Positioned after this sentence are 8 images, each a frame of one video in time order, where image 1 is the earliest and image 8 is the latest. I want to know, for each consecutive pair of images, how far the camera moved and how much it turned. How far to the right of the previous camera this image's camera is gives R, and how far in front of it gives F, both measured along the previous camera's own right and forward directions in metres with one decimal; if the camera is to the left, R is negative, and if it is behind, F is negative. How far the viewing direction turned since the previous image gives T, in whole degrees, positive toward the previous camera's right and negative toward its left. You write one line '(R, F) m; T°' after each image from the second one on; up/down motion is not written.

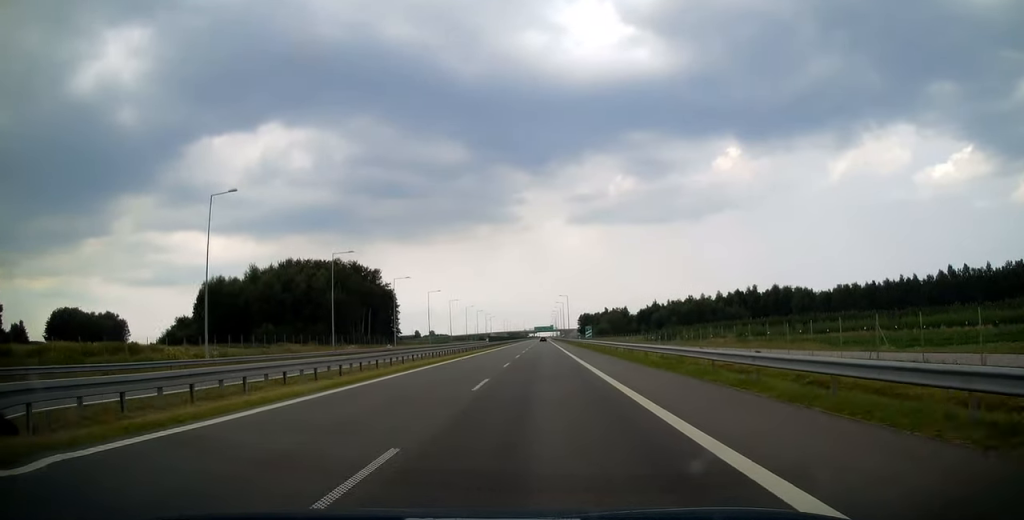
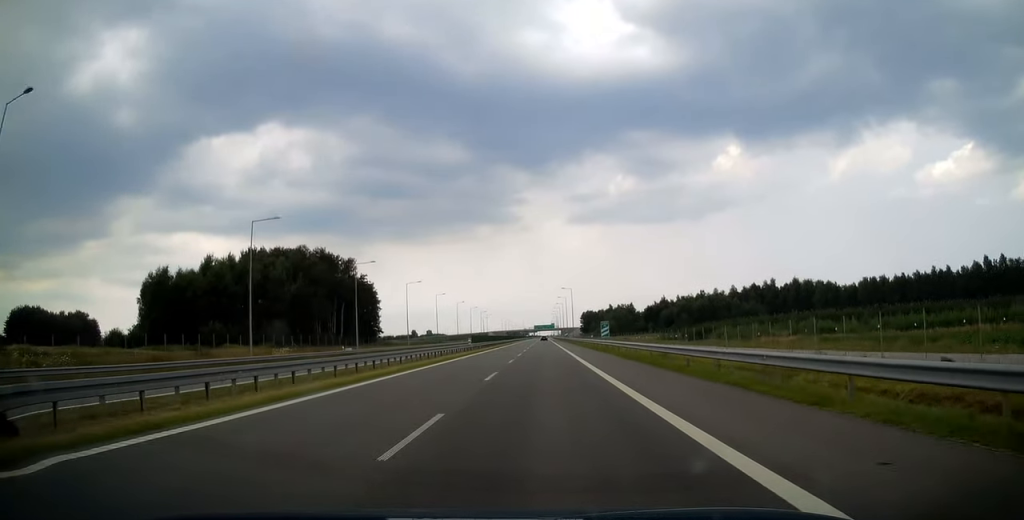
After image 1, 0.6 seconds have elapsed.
(-0.3, +20.6) m; 0°
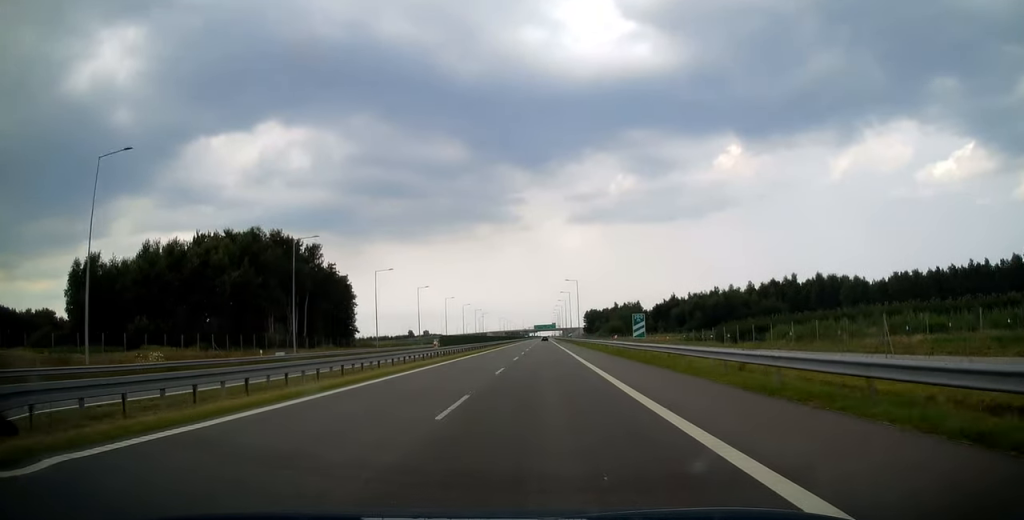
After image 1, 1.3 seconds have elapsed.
(+0.3, +20.6) m; 0°
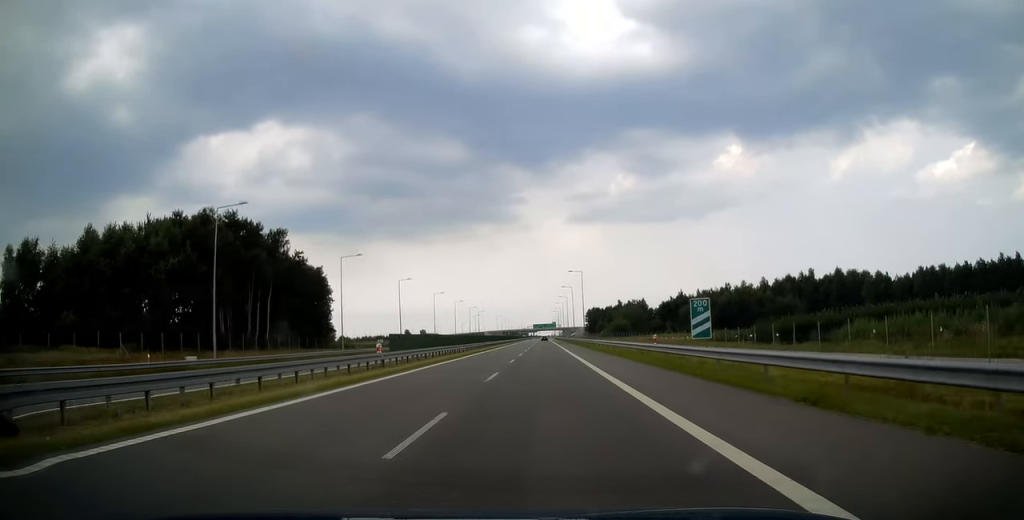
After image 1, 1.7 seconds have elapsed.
(+0.2, +15.2) m; 0°
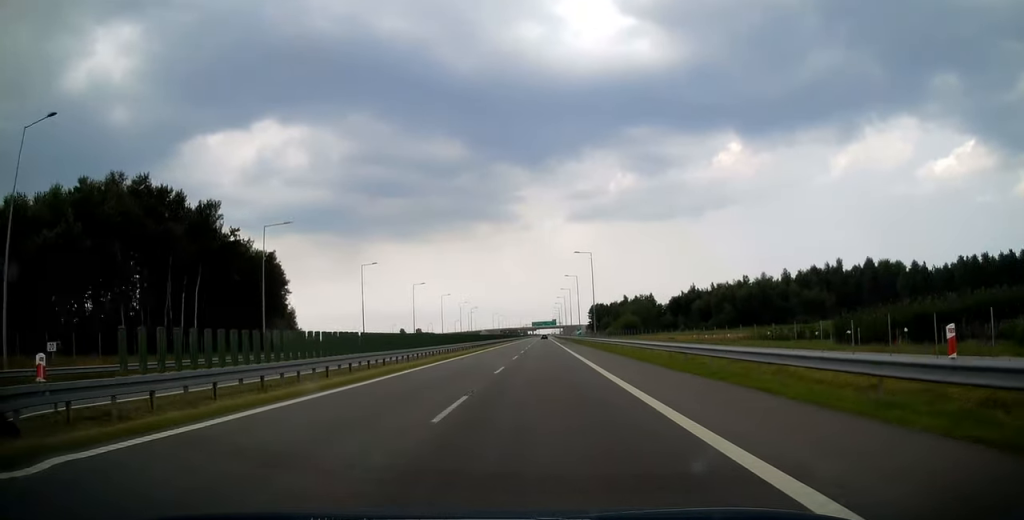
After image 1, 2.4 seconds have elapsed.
(-0.3, +21.1) m; 0°
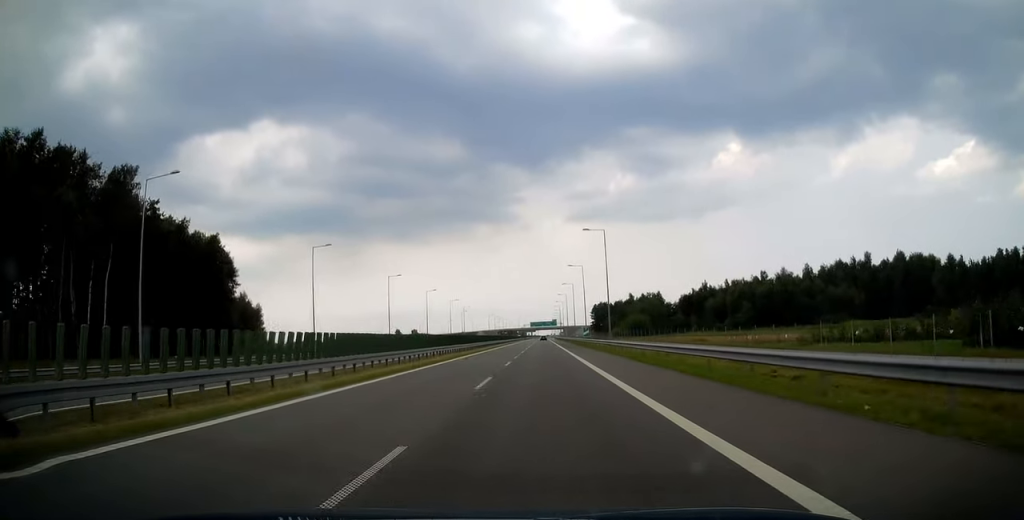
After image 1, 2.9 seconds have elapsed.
(0.0, +17.9) m; 0°
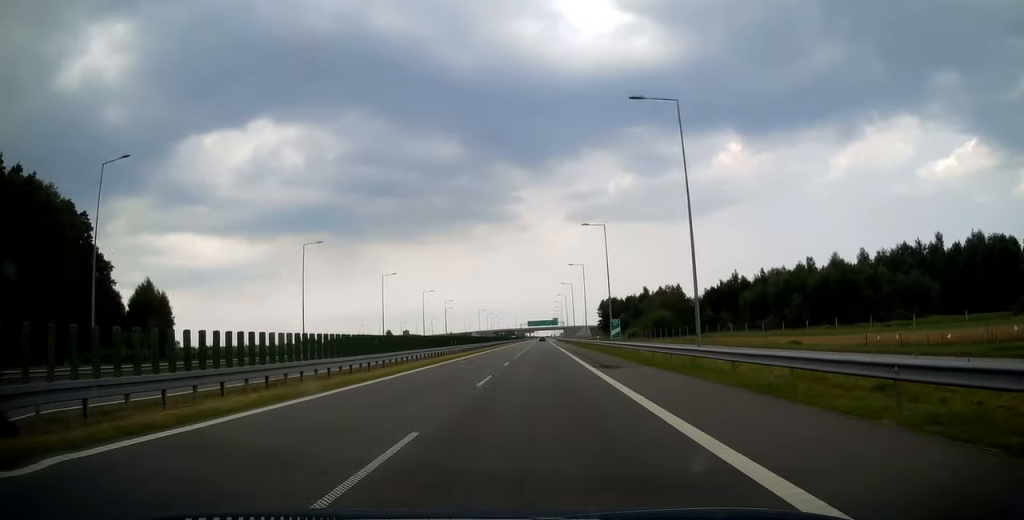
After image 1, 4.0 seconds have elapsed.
(+0.4, +34.7) m; 0°
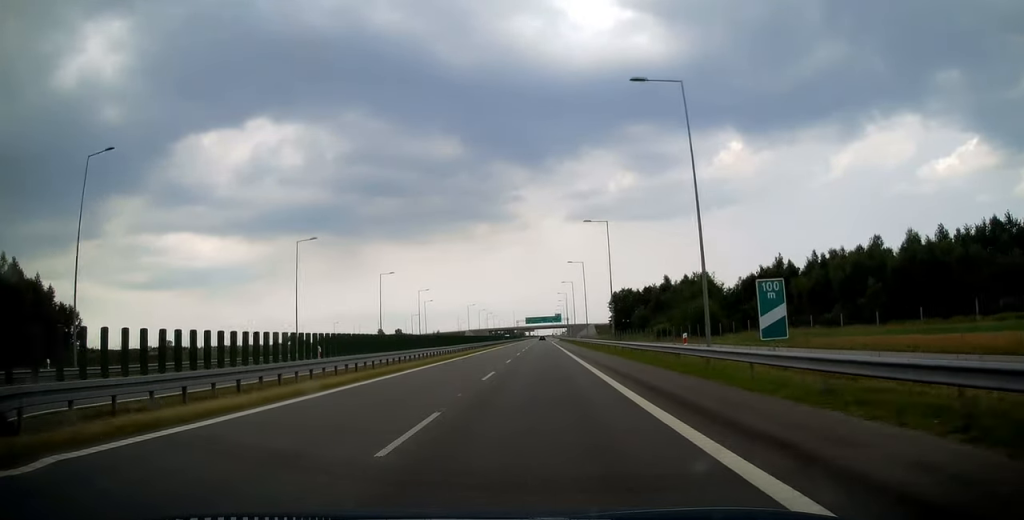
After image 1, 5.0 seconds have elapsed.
(-0.2, +33.6) m; -1°
